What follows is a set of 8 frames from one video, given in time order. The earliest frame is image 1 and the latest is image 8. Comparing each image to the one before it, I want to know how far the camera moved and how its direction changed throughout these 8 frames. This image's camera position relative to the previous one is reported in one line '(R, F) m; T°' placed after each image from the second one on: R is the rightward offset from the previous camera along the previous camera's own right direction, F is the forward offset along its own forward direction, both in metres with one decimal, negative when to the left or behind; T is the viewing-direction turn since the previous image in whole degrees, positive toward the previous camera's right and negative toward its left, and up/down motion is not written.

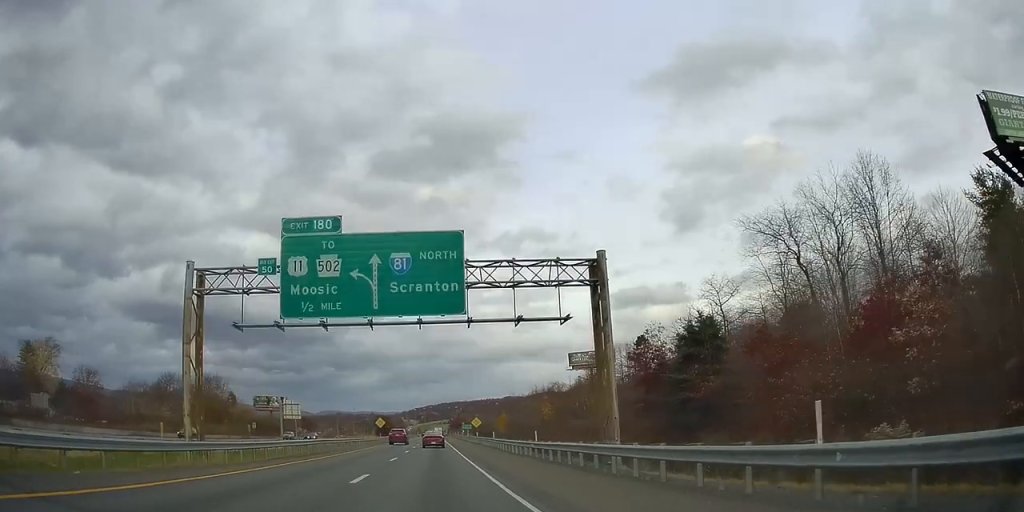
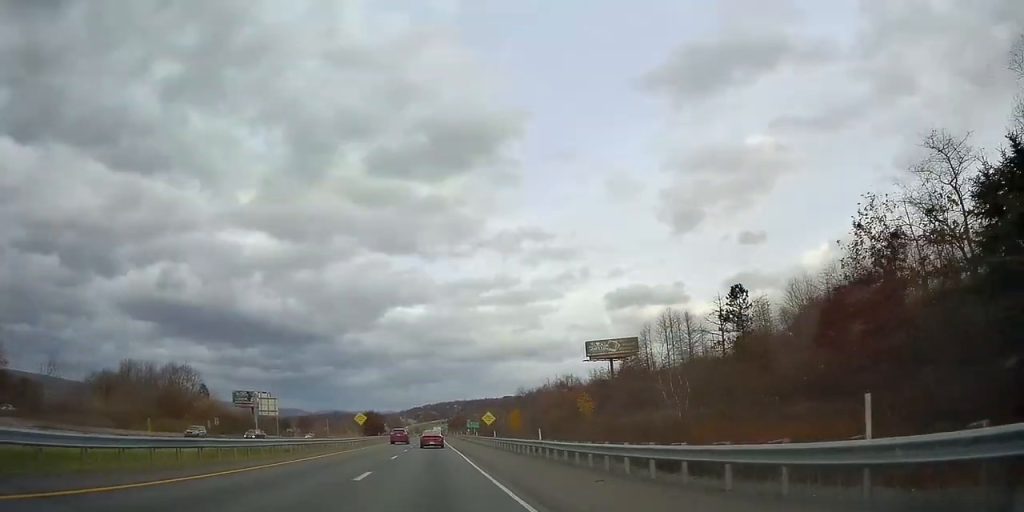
(+0.2, +23.7) m; 0°
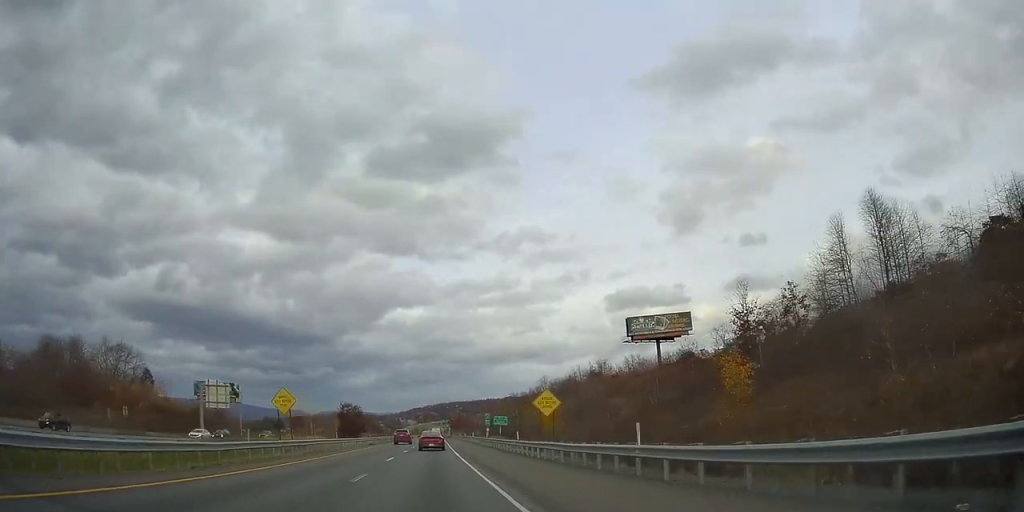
(-0.2, +36.5) m; 0°
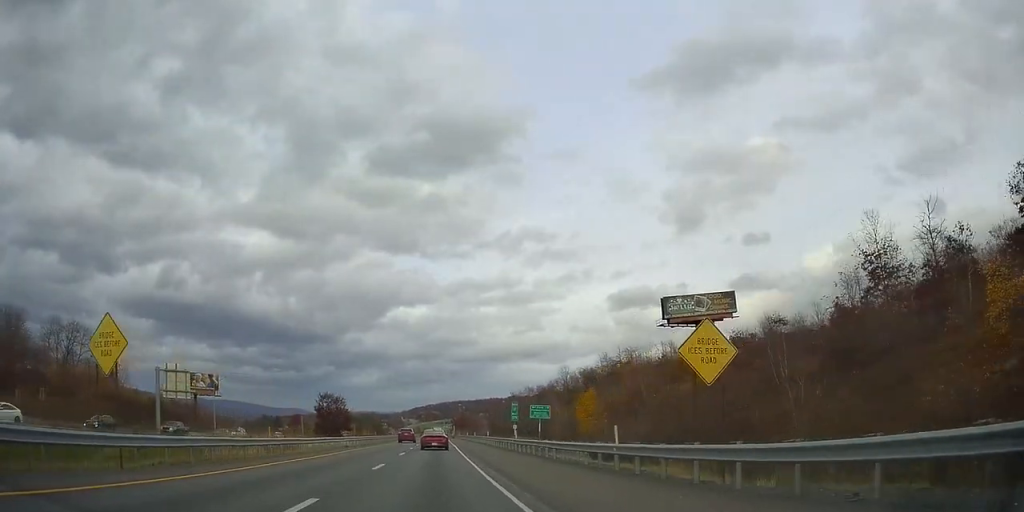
(0.0, +20.1) m; 0°
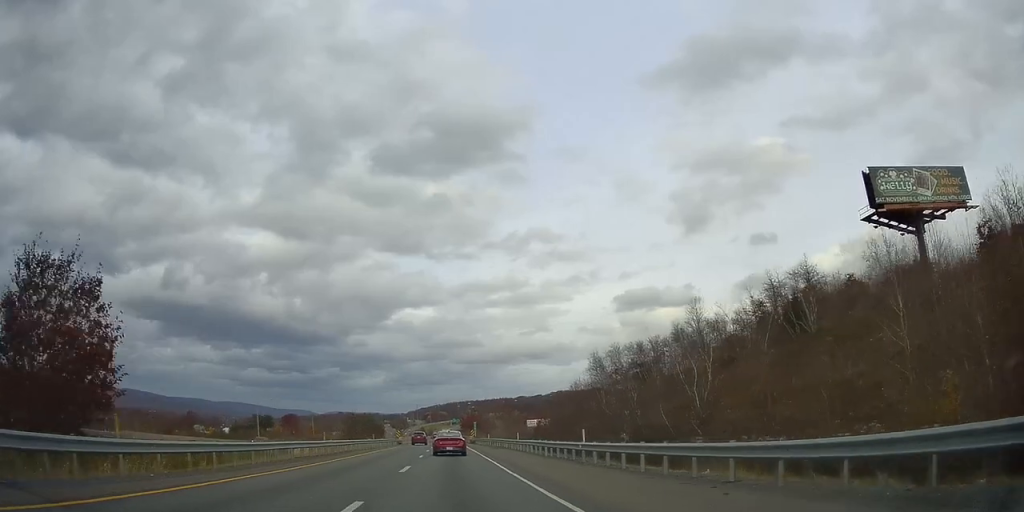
(+0.4, +61.1) m; 0°
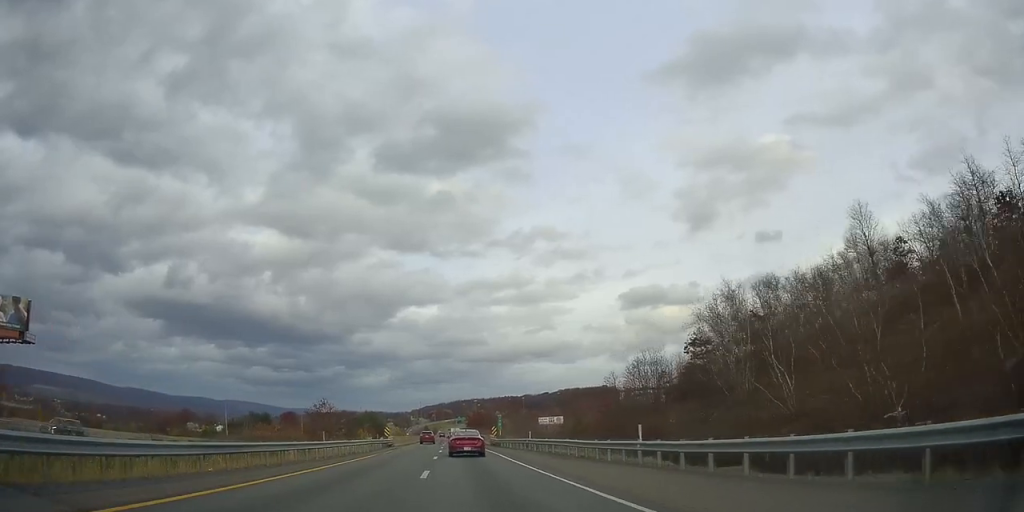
(-0.2, +27.8) m; -1°
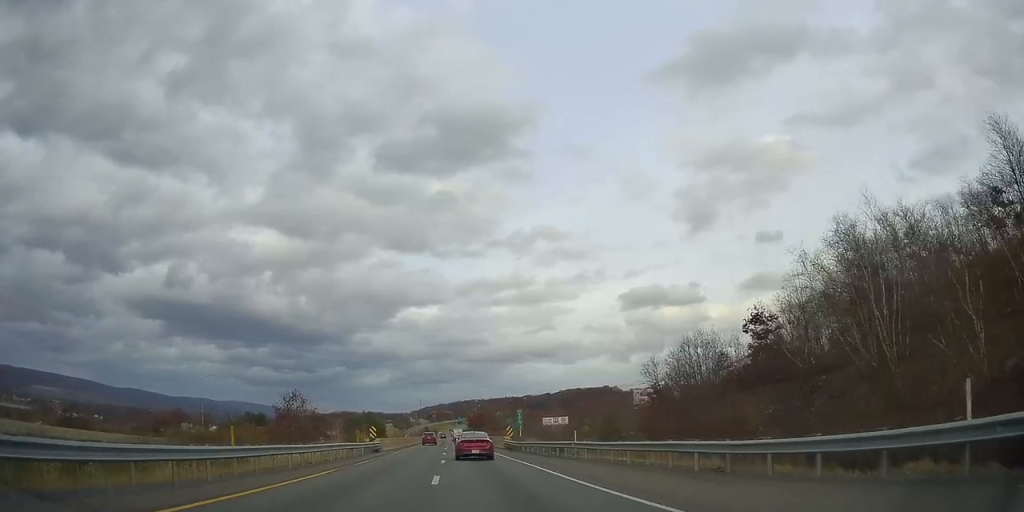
(-0.1, +13.9) m; 0°
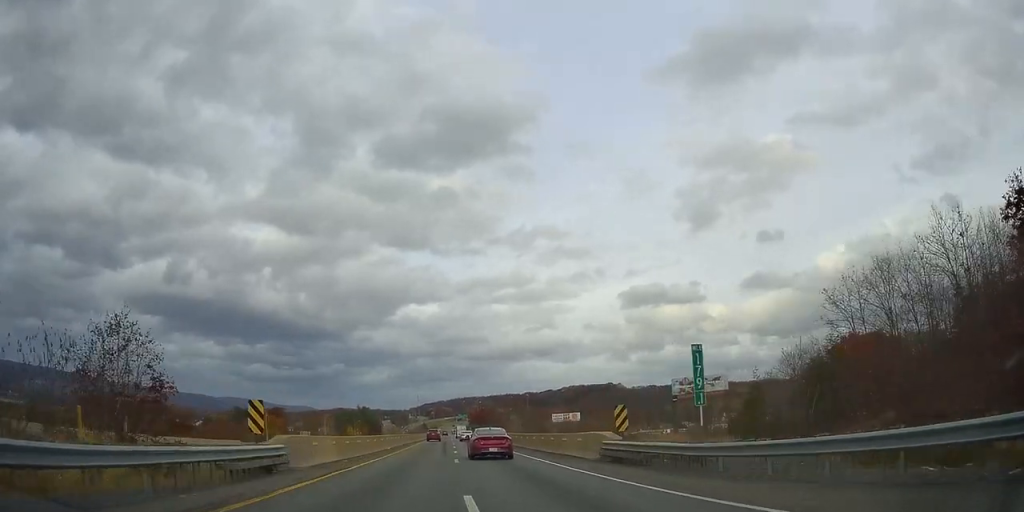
(-0.2, +31.3) m; 0°
